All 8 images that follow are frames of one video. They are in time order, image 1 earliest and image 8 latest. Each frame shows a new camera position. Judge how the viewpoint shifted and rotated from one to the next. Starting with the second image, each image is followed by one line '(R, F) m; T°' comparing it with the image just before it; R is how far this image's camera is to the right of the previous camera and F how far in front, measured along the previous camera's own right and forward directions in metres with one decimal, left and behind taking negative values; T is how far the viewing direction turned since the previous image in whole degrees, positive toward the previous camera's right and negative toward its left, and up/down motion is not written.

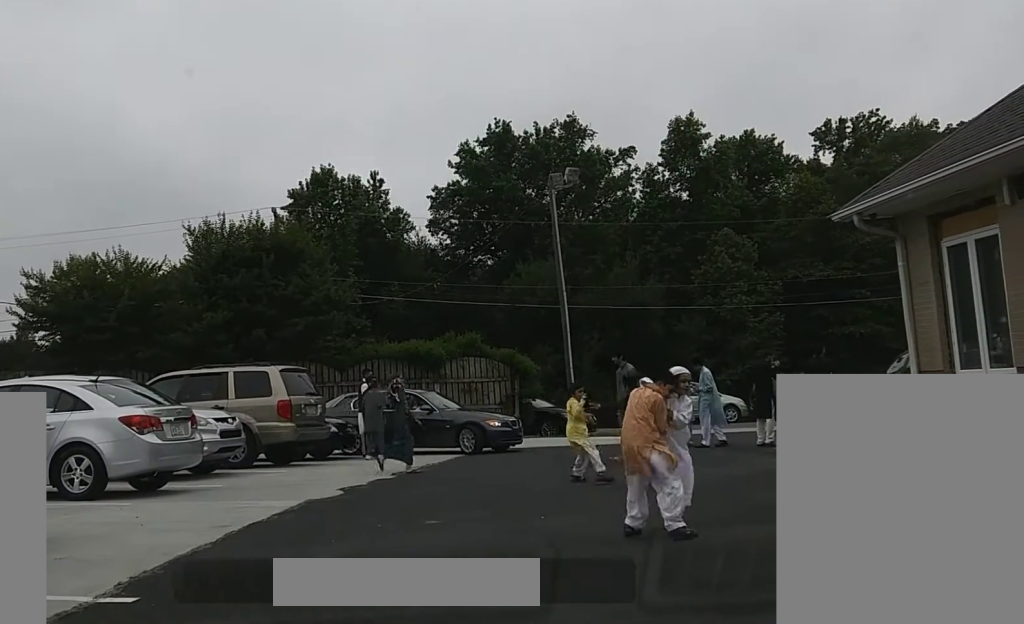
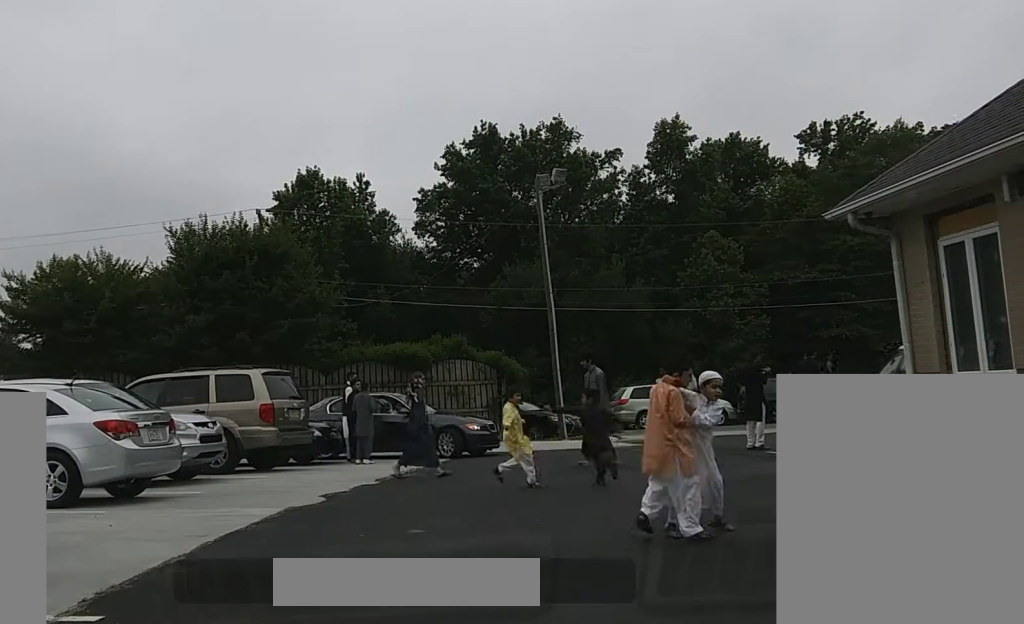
(-0.2, +0.5) m; 0°
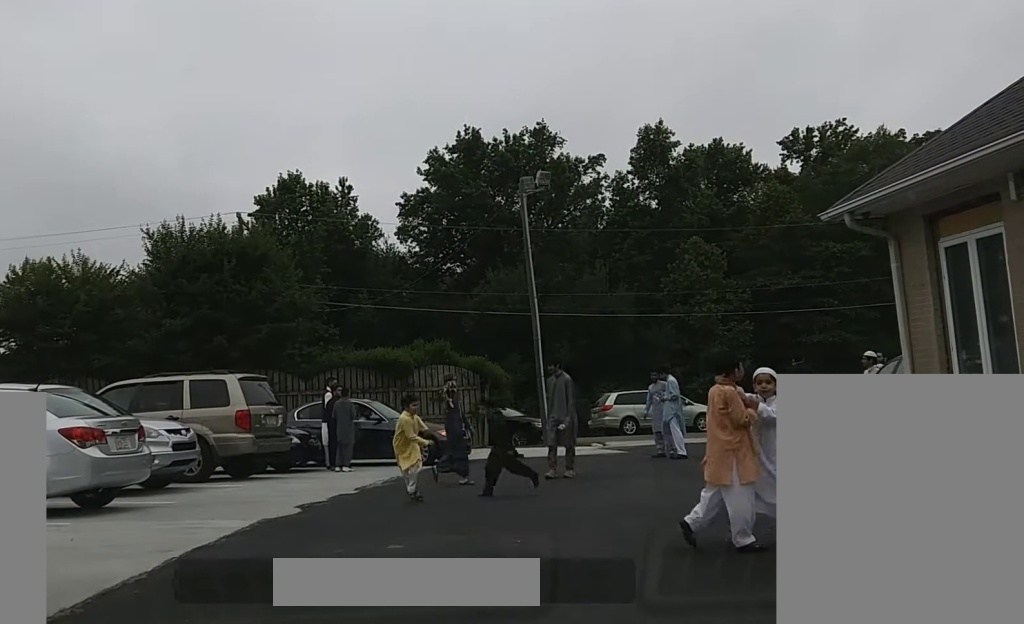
(-0.2, +0.8) m; 0°
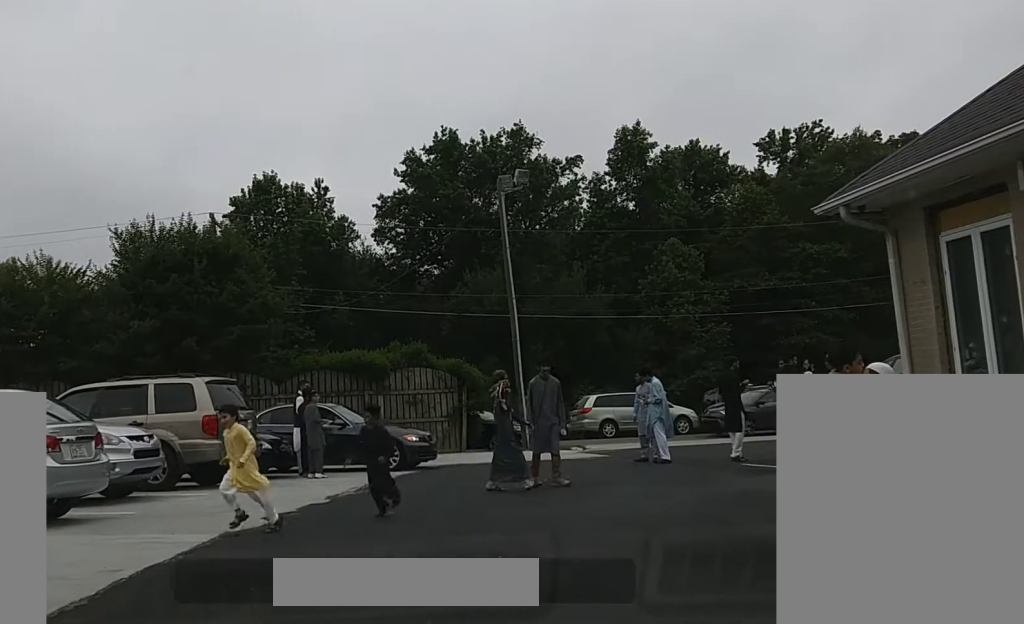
(-0.1, +0.8) m; 0°
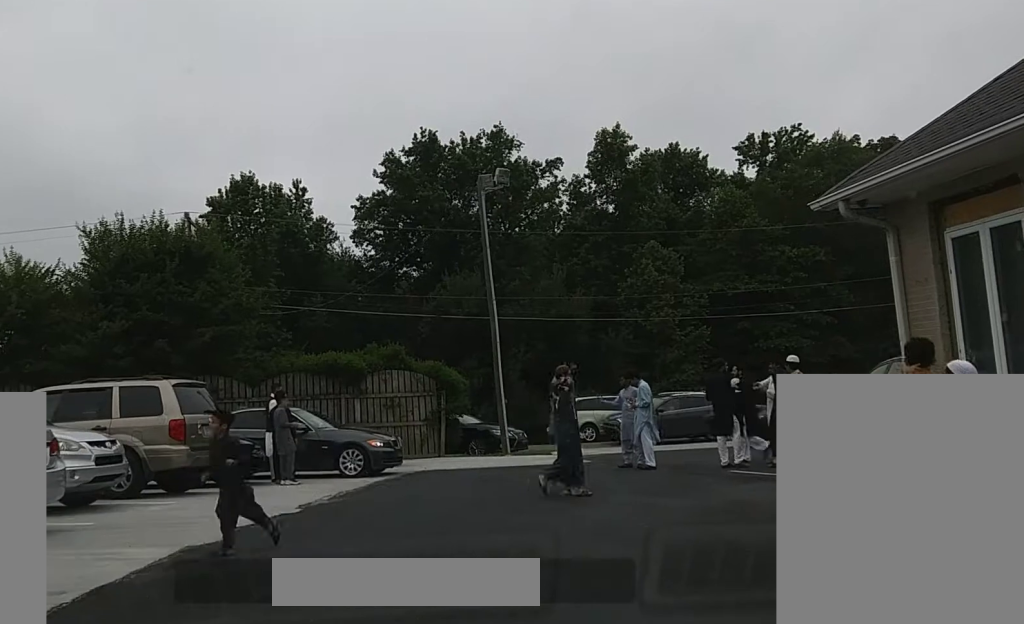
(-0.1, +0.7) m; 0°
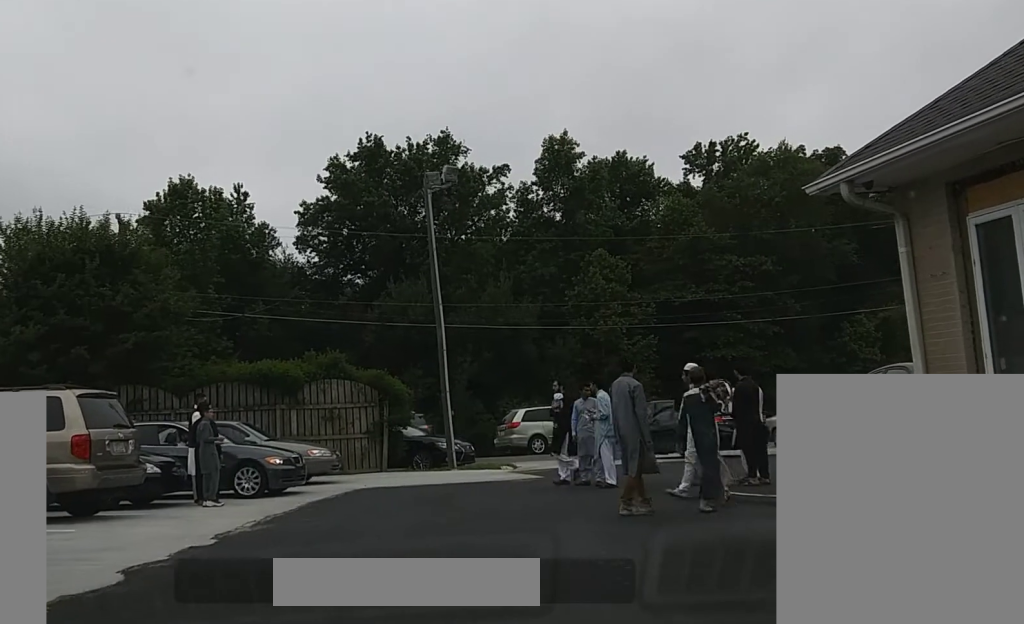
(0.0, +1.2) m; 0°
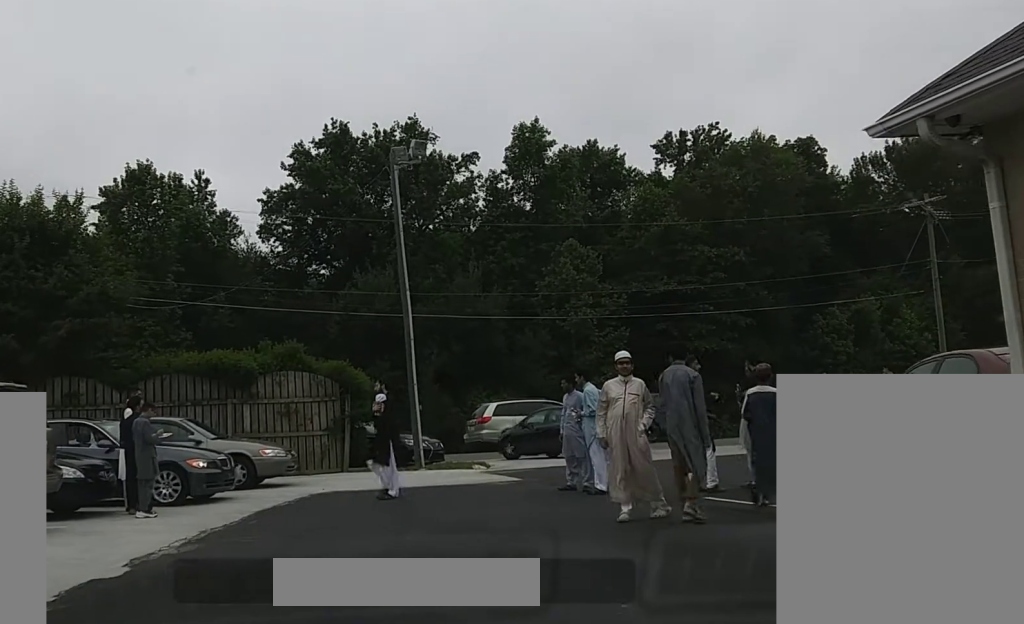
(-0.2, +1.7) m; 0°
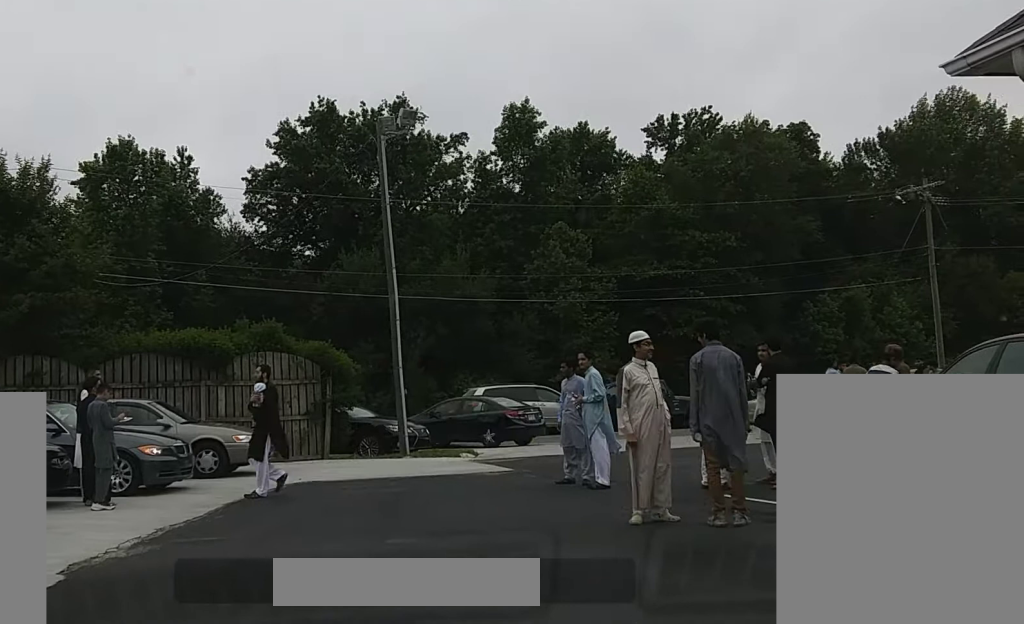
(-0.2, +1.2) m; 0°
